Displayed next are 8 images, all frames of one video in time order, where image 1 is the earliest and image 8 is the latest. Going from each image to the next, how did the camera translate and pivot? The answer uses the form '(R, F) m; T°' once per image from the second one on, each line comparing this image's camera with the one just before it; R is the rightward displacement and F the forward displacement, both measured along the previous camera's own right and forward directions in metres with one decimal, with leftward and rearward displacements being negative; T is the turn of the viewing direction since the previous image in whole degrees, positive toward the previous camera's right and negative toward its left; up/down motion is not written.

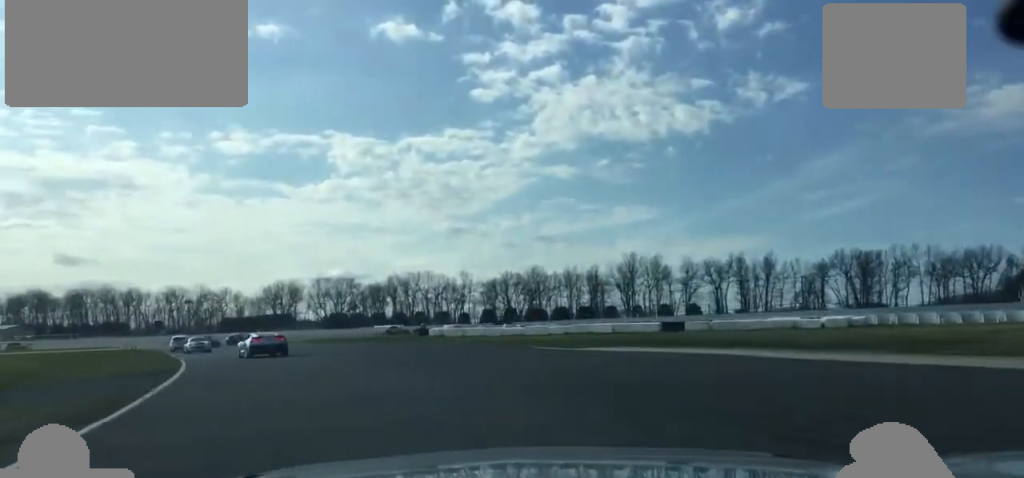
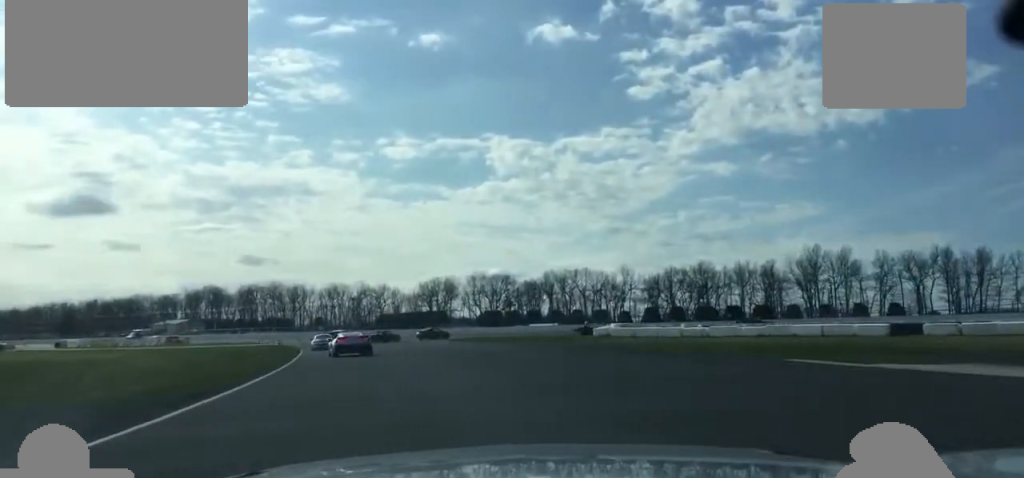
(-1.2, +13.5) m; -7°
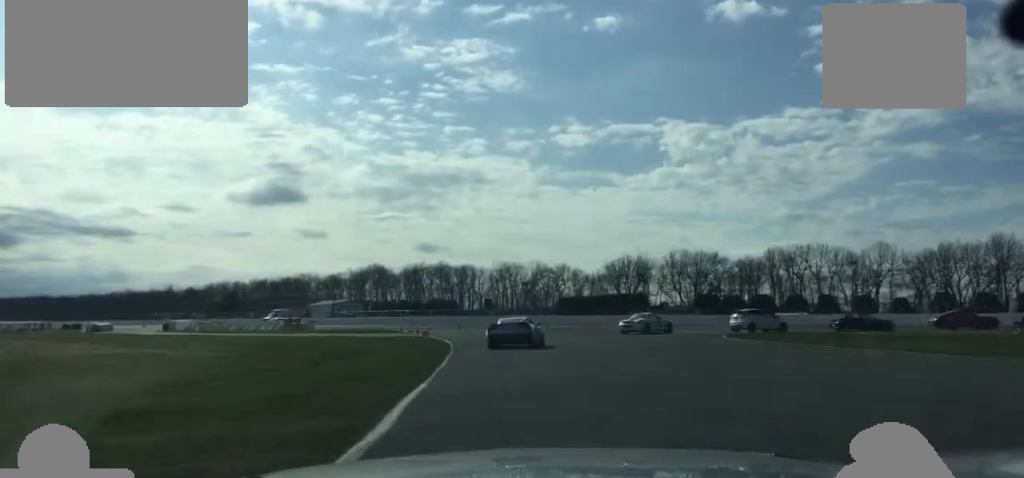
(-4.5, +40.7) m; -6°
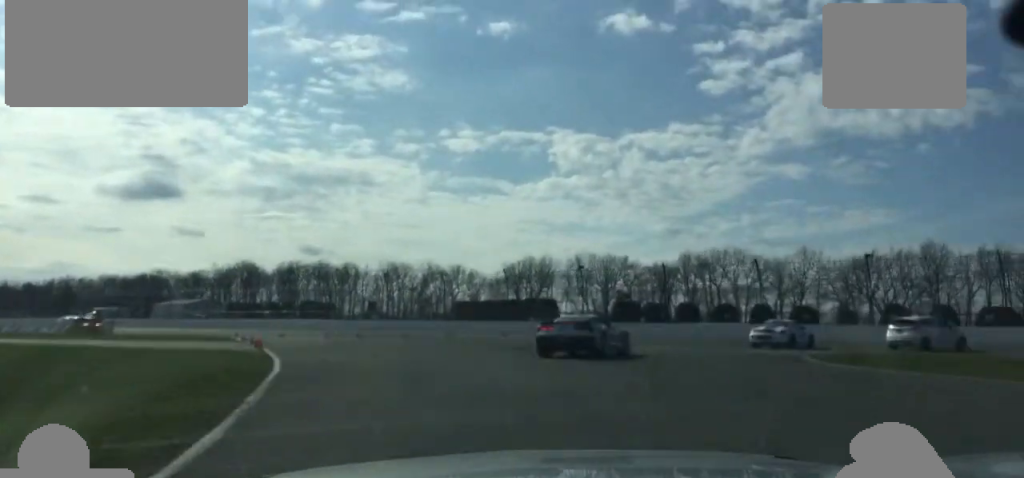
(+0.3, +19.7) m; +4°
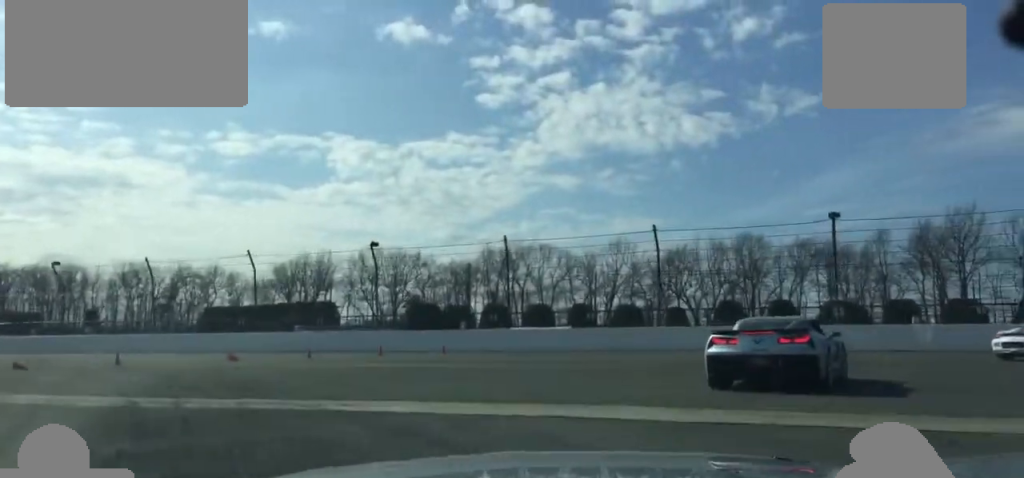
(+3.0, +23.7) m; +17°
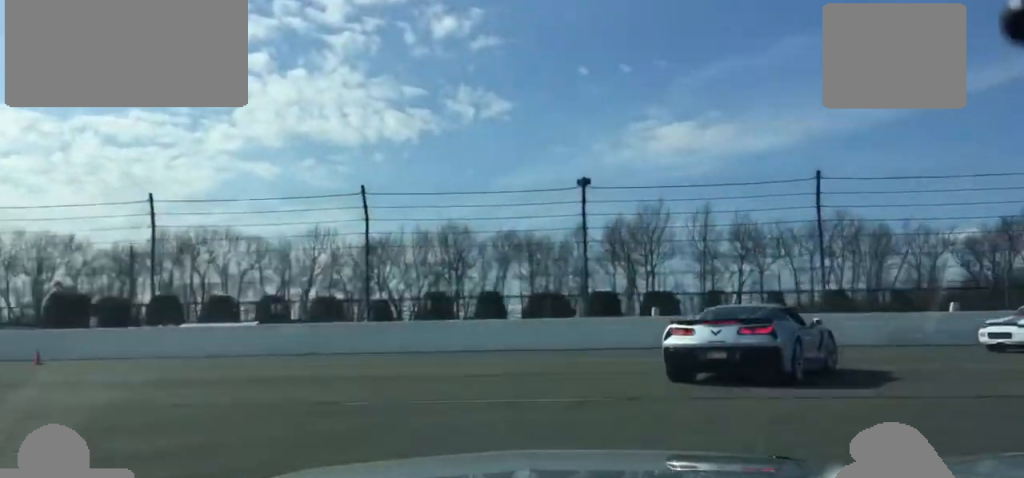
(+1.4, +9.9) m; +22°
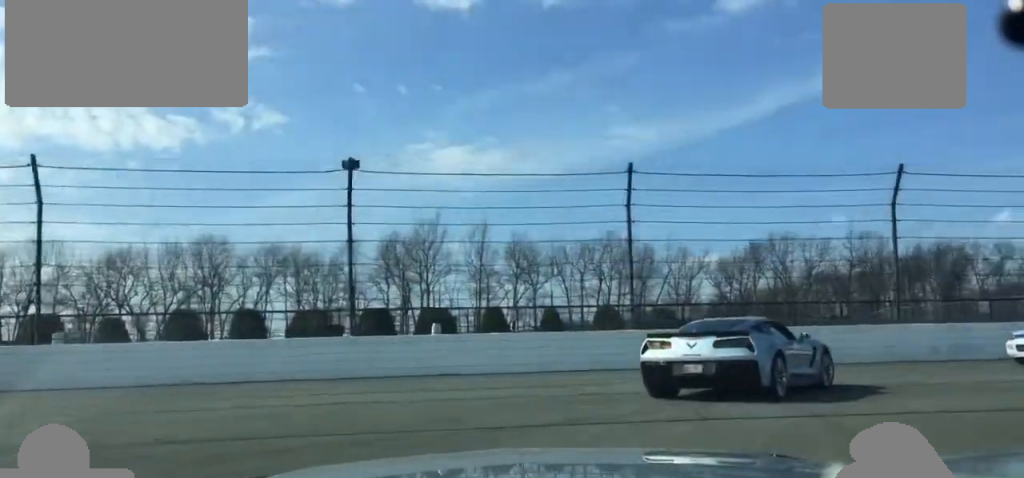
(+1.2, +6.3) m; +22°
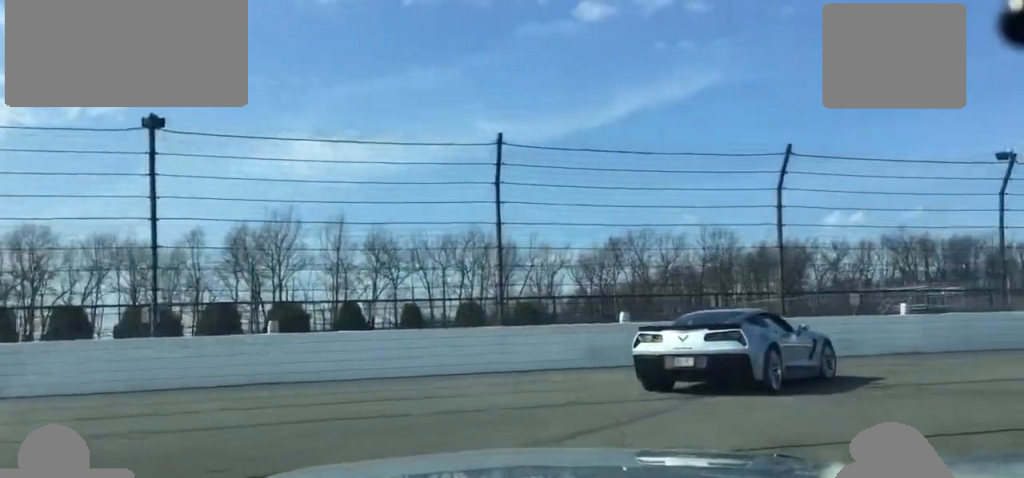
(+0.3, +3.8) m; +14°
